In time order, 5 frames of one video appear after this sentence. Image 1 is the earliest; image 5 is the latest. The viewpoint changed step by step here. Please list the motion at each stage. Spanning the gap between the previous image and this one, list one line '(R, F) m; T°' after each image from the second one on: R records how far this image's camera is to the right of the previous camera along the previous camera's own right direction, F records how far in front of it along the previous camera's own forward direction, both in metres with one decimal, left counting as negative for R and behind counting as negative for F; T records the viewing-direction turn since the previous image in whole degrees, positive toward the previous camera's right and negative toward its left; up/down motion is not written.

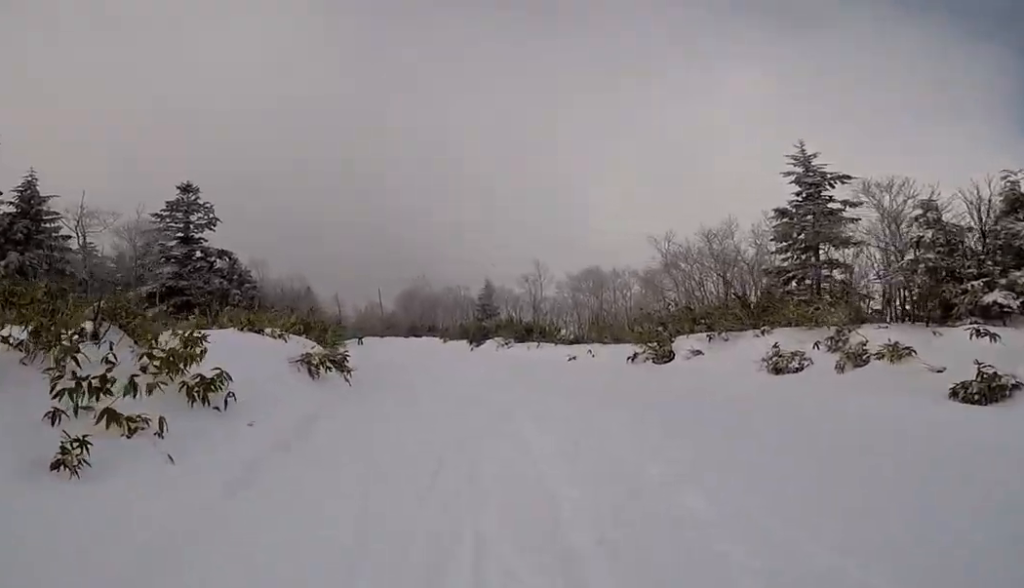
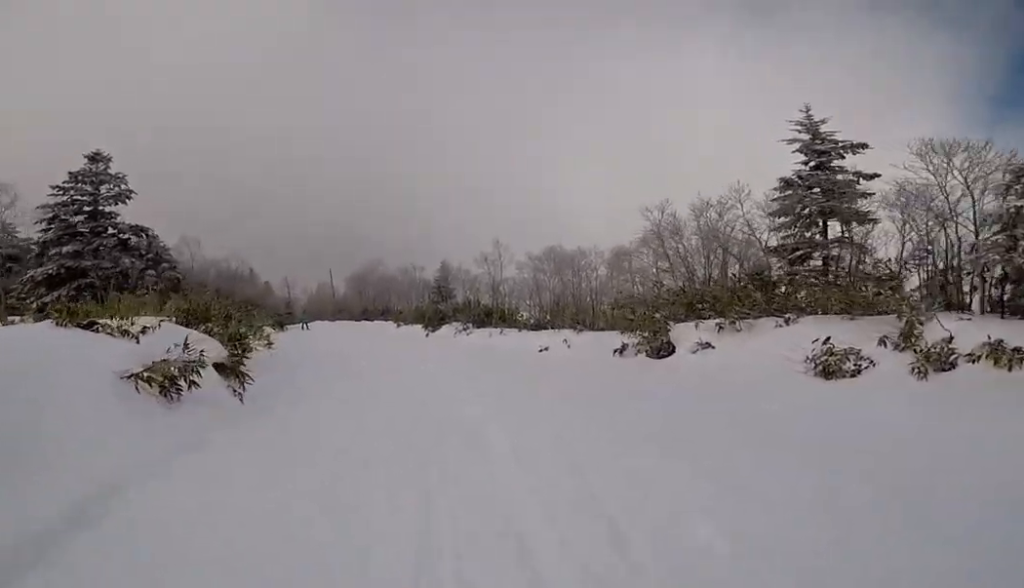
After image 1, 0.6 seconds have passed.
(0.0, +2.9) m; 0°
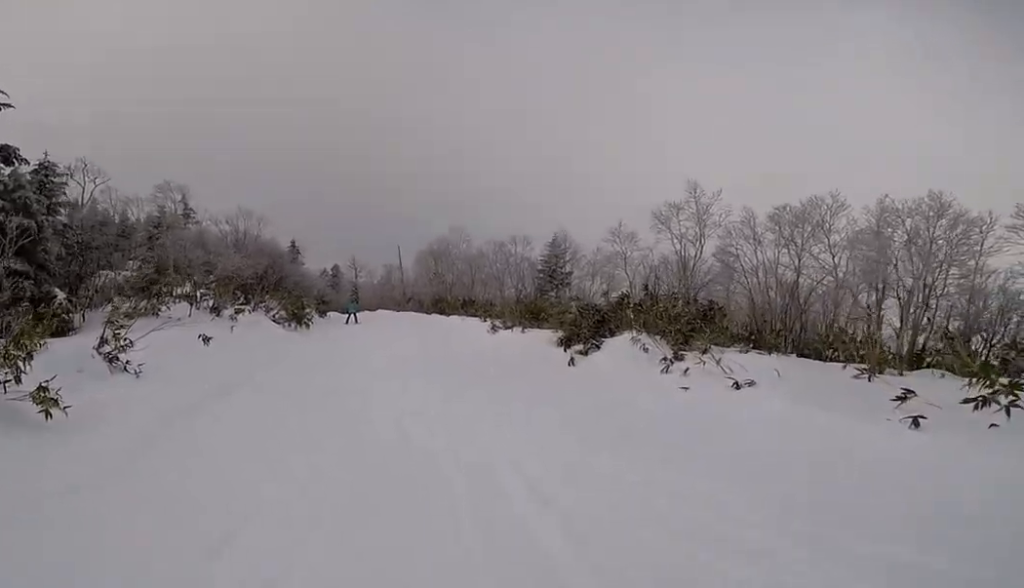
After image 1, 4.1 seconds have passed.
(-0.8, +13.2) m; -24°
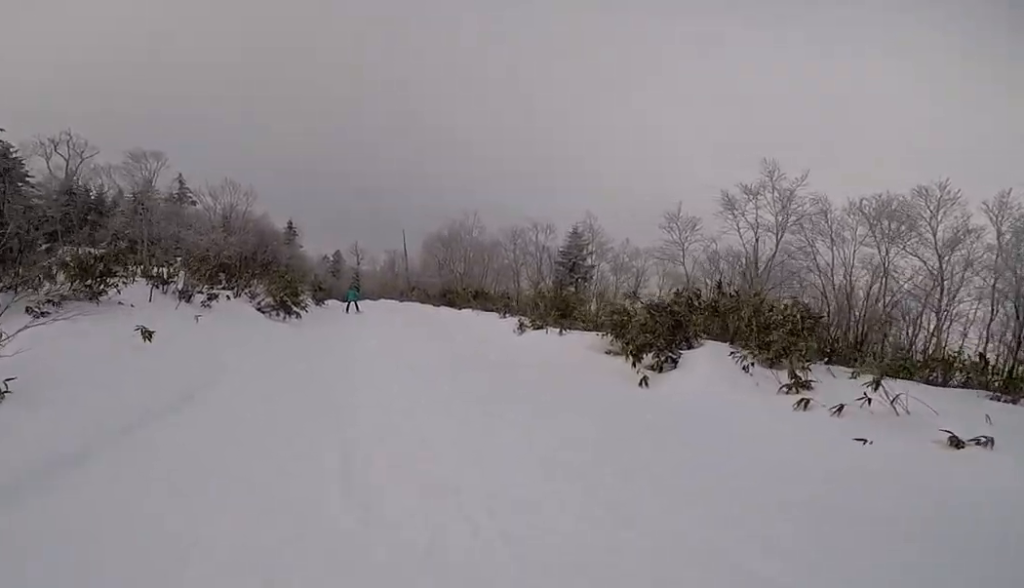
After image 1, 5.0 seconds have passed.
(-0.2, +2.9) m; +11°
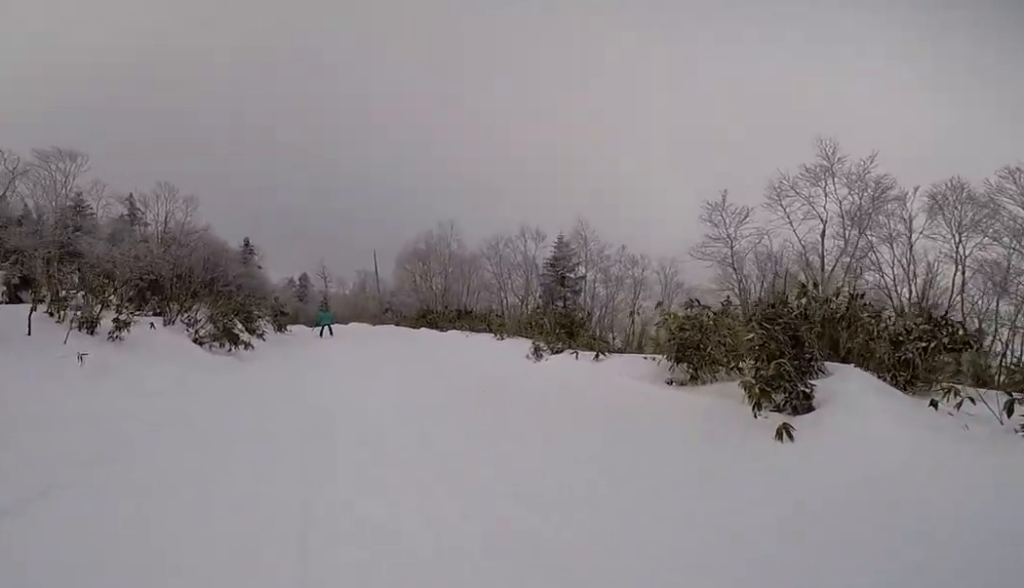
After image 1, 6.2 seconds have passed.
(+1.0, +3.3) m; 0°
